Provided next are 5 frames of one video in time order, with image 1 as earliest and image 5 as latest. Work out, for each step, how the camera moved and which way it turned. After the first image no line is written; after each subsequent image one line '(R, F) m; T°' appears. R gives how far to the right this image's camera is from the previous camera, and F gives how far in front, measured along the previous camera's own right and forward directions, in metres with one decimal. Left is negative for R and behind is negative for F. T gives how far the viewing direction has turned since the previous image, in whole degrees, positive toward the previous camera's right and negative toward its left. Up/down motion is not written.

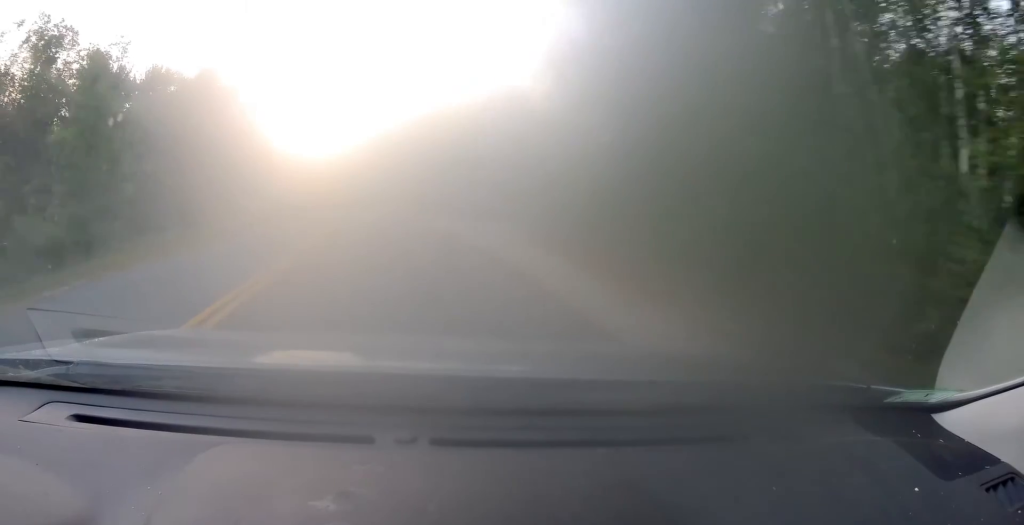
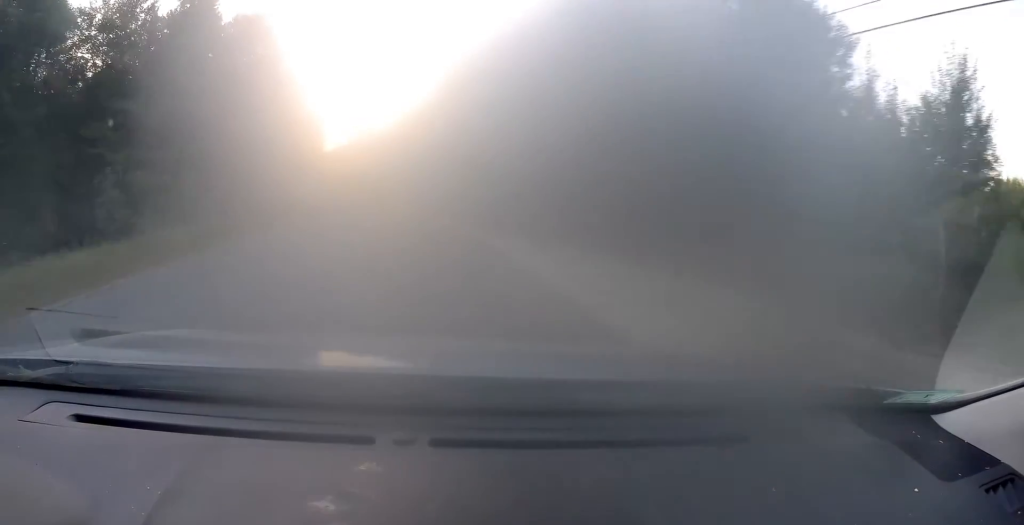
(-0.8, +21.9) m; -3°
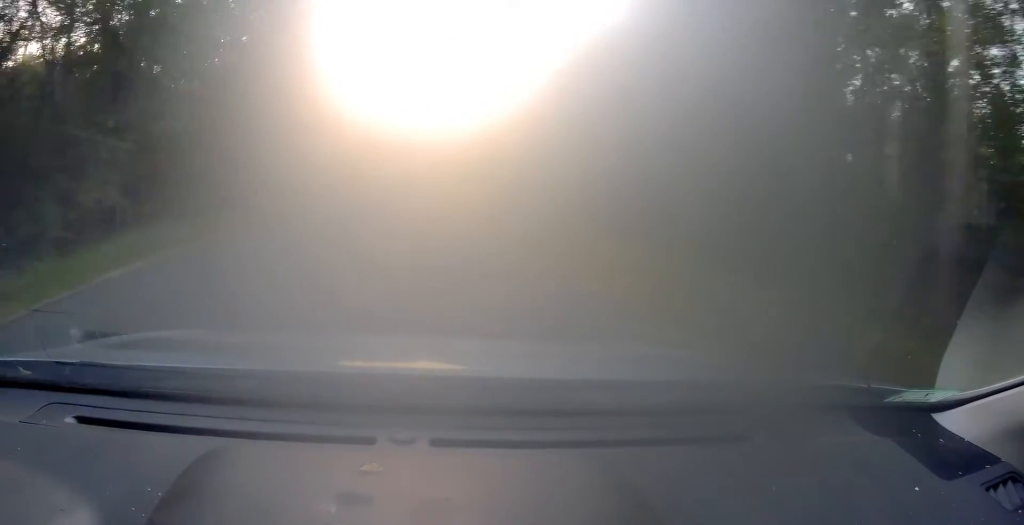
(-9.4, +64.0) m; -15°
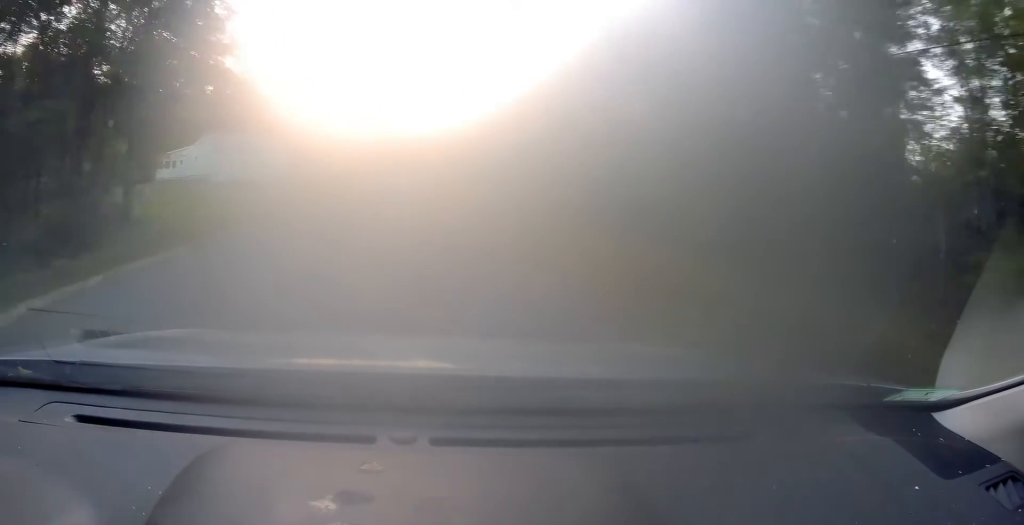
(+1.1, +39.2) m; 0°
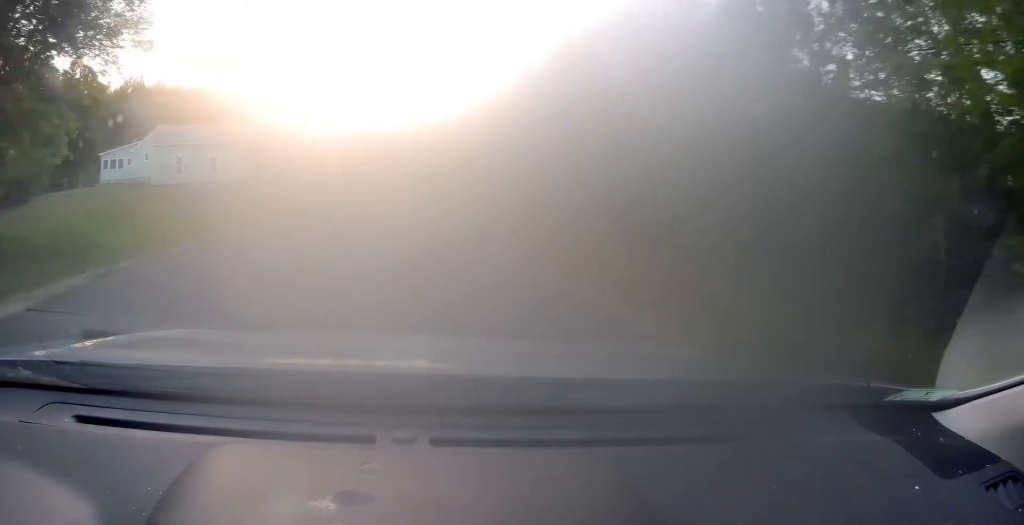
(-0.3, +13.7) m; -1°
